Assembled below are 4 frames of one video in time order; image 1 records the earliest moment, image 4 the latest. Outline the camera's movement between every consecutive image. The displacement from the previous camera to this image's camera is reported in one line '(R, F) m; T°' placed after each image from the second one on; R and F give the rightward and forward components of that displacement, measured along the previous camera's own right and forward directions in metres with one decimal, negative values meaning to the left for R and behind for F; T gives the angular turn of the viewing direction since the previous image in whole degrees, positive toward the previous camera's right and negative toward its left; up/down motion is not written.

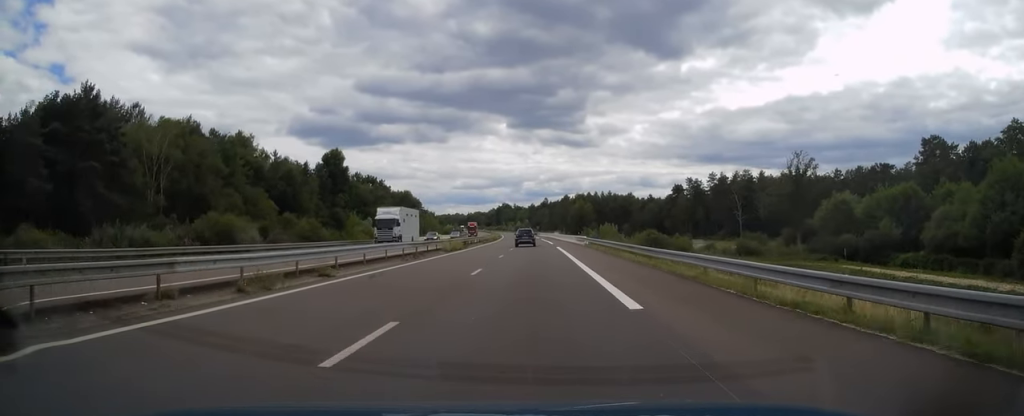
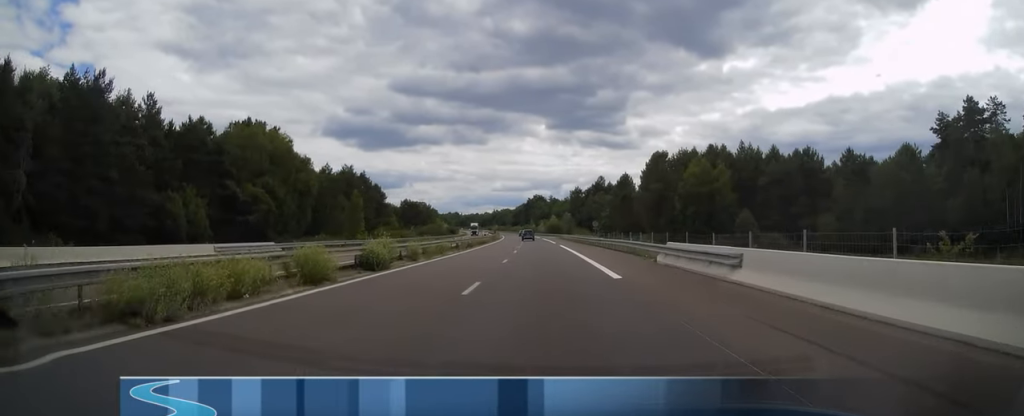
(-1.7, +149.6) m; -1°
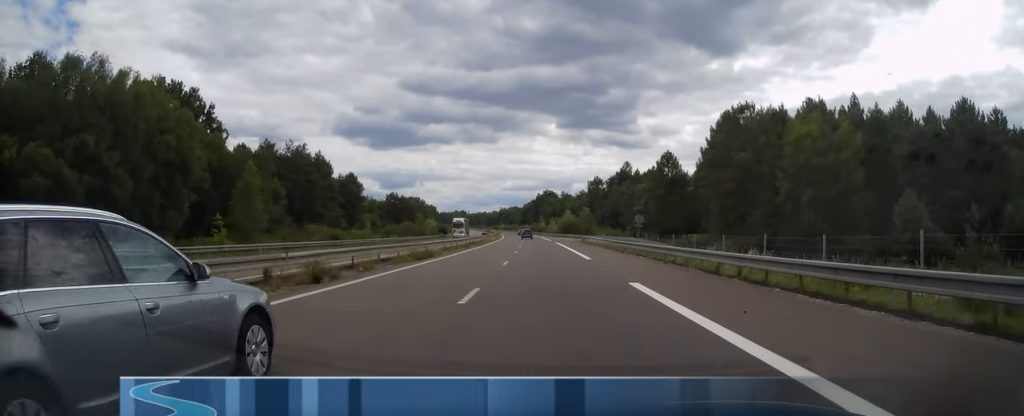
(0.0, +40.8) m; -1°
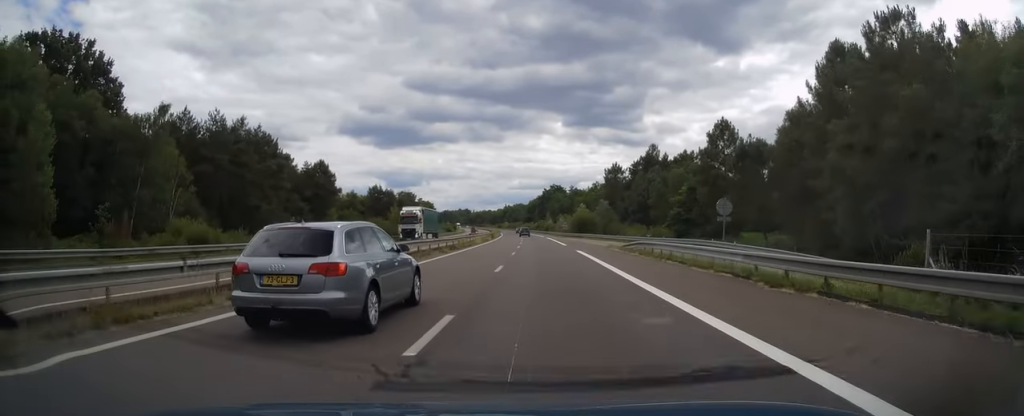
(-0.7, +30.8) m; -2°
